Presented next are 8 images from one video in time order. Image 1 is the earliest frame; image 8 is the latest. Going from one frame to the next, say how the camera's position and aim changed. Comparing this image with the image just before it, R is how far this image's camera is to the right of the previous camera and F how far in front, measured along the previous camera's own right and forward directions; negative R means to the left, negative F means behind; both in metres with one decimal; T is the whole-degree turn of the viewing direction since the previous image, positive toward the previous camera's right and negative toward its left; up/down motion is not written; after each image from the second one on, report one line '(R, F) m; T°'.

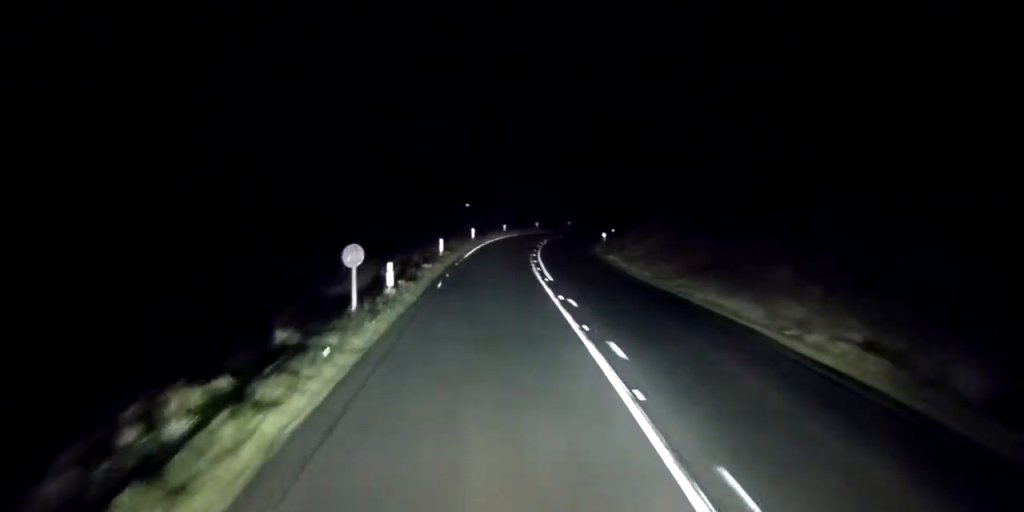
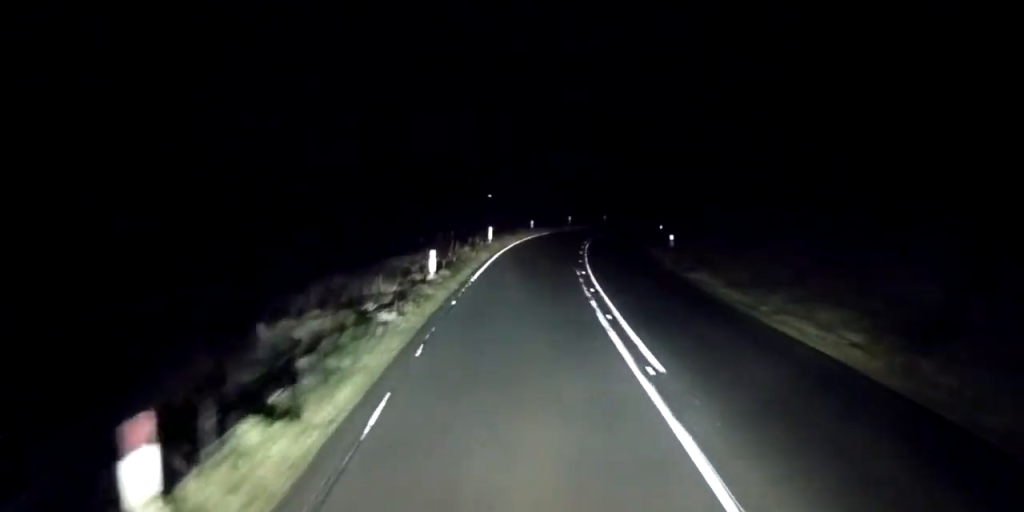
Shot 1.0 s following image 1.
(-0.1, +12.6) m; +2°
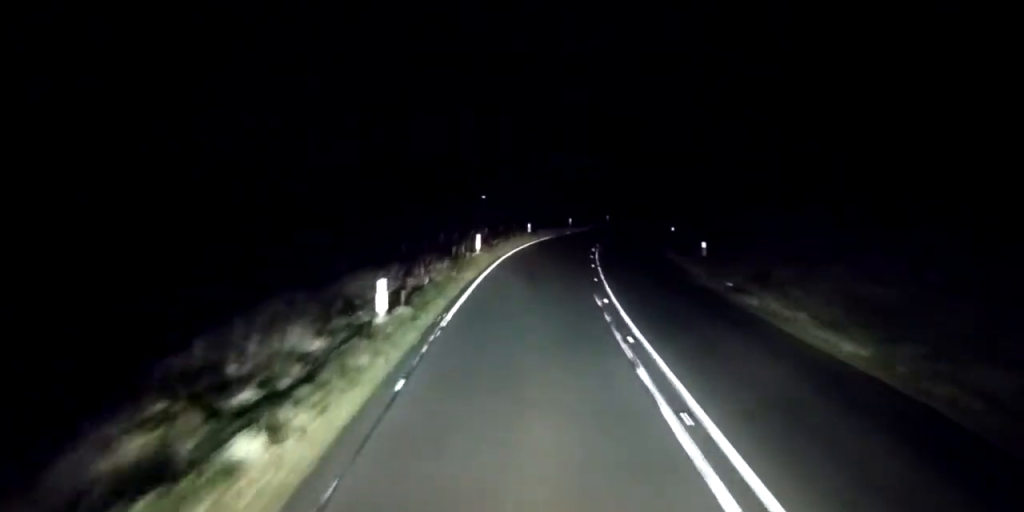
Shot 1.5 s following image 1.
(+0.1, +6.5) m; +2°
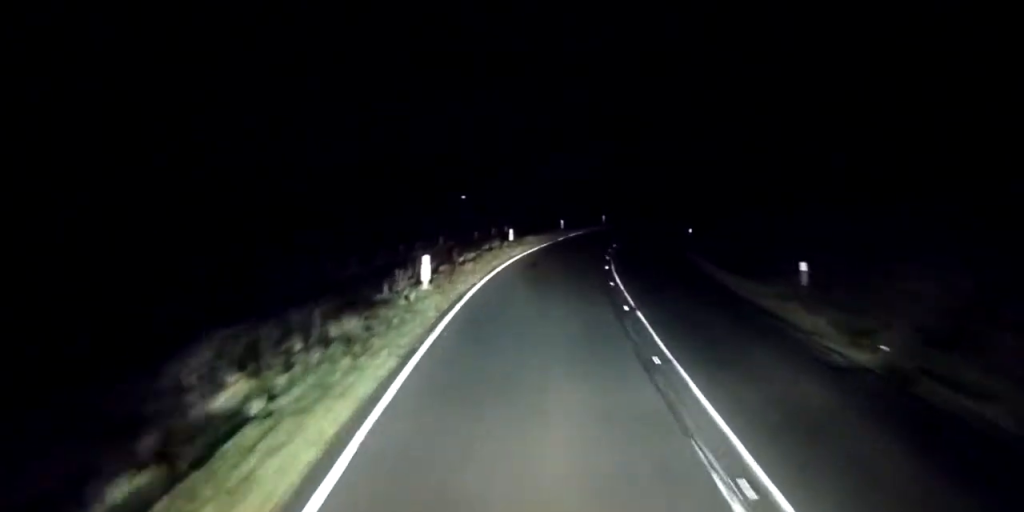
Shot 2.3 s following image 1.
(+0.4, +11.0) m; +2°
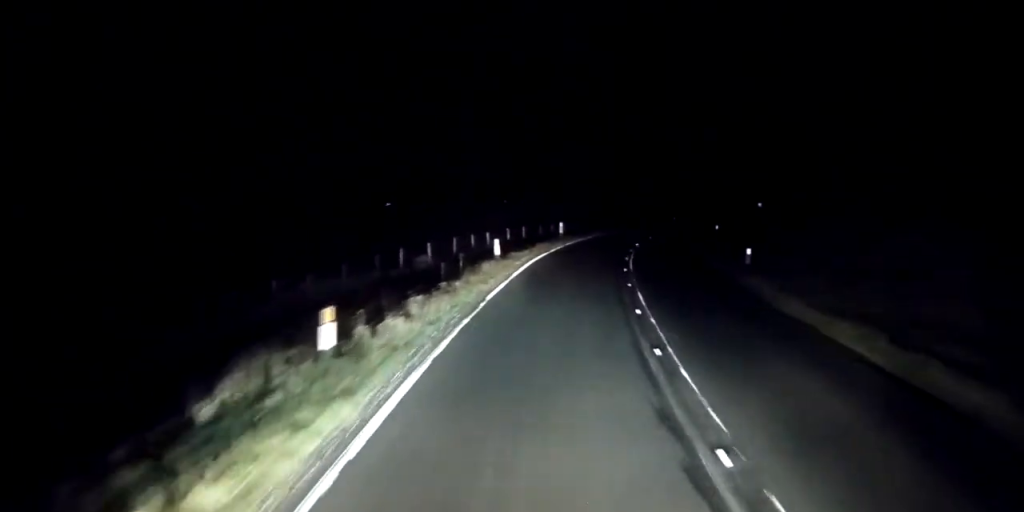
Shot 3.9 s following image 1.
(+0.7, +22.0) m; +6°
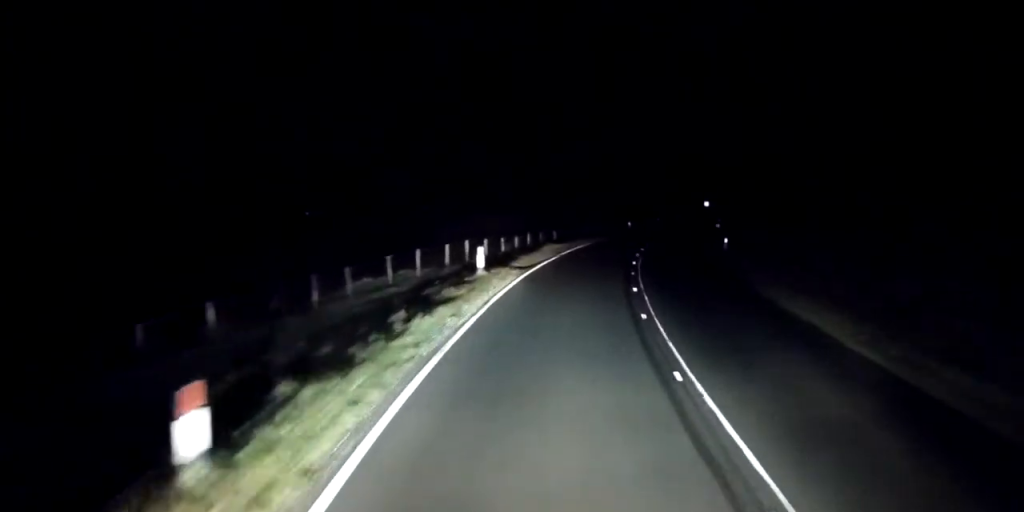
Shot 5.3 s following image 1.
(+1.0, +18.2) m; +7°
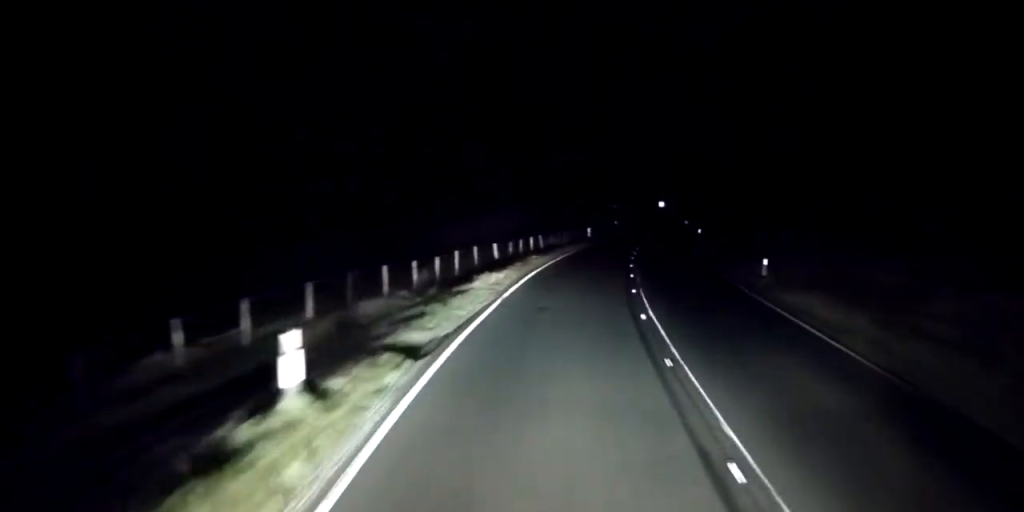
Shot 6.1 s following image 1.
(+0.5, +12.4) m; +4°
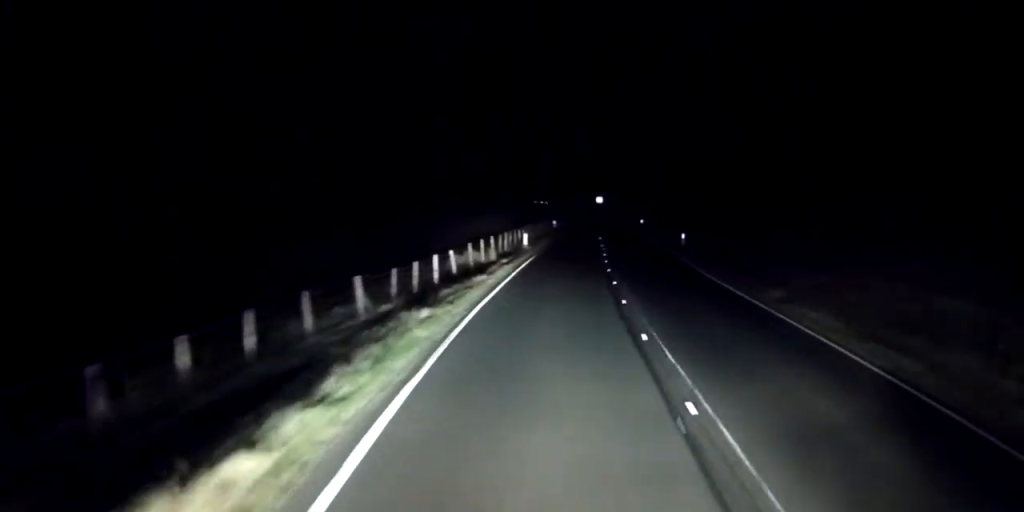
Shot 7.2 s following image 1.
(+0.7, +15.0) m; +5°
